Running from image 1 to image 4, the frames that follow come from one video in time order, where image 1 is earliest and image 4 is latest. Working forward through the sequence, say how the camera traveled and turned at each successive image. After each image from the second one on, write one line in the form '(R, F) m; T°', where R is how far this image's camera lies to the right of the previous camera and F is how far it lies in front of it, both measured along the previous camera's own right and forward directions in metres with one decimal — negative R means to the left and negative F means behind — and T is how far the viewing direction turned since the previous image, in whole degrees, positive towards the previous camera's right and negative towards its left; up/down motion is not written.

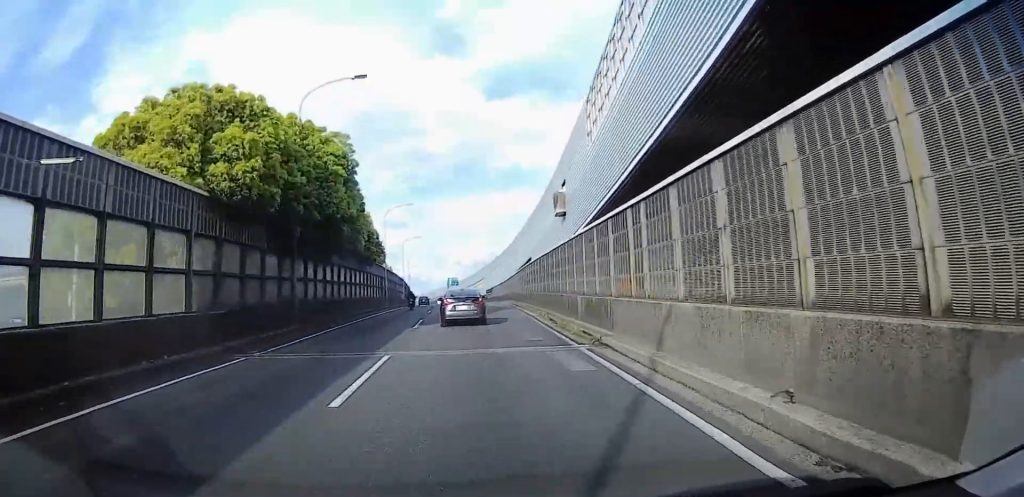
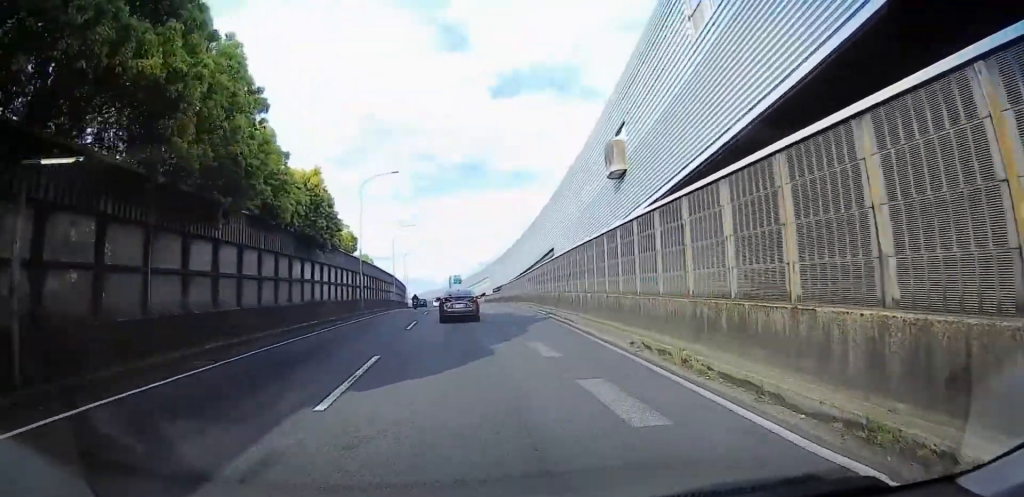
(-0.1, +16.2) m; -1°
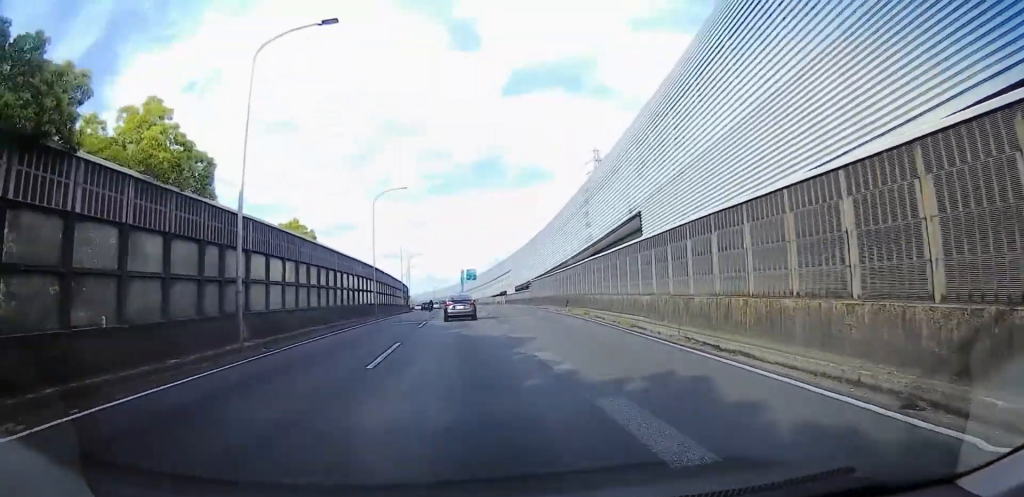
(-0.3, +25.9) m; 0°
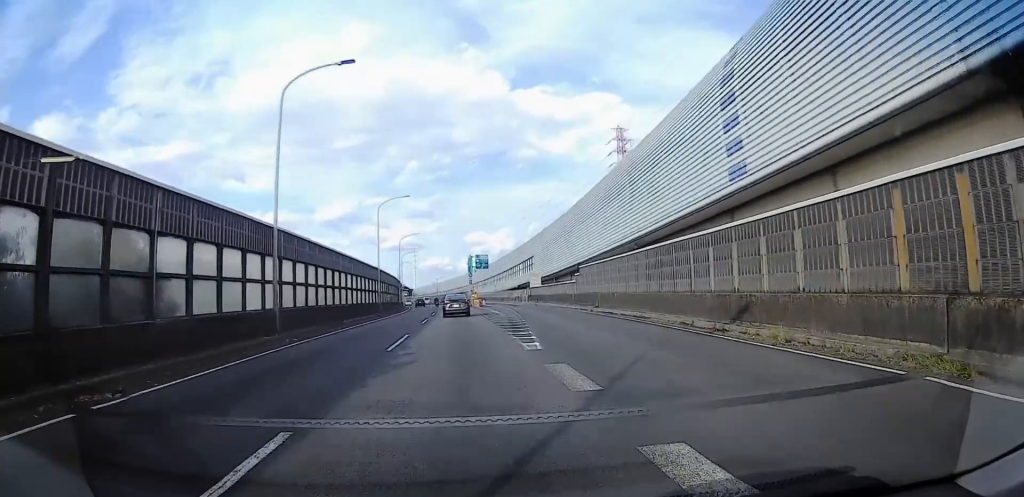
(+0.4, +25.2) m; -3°
